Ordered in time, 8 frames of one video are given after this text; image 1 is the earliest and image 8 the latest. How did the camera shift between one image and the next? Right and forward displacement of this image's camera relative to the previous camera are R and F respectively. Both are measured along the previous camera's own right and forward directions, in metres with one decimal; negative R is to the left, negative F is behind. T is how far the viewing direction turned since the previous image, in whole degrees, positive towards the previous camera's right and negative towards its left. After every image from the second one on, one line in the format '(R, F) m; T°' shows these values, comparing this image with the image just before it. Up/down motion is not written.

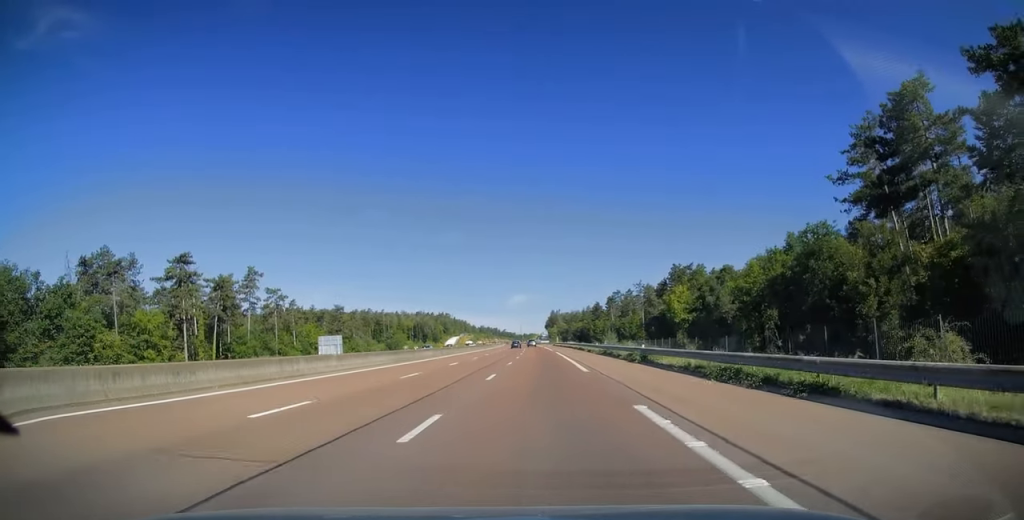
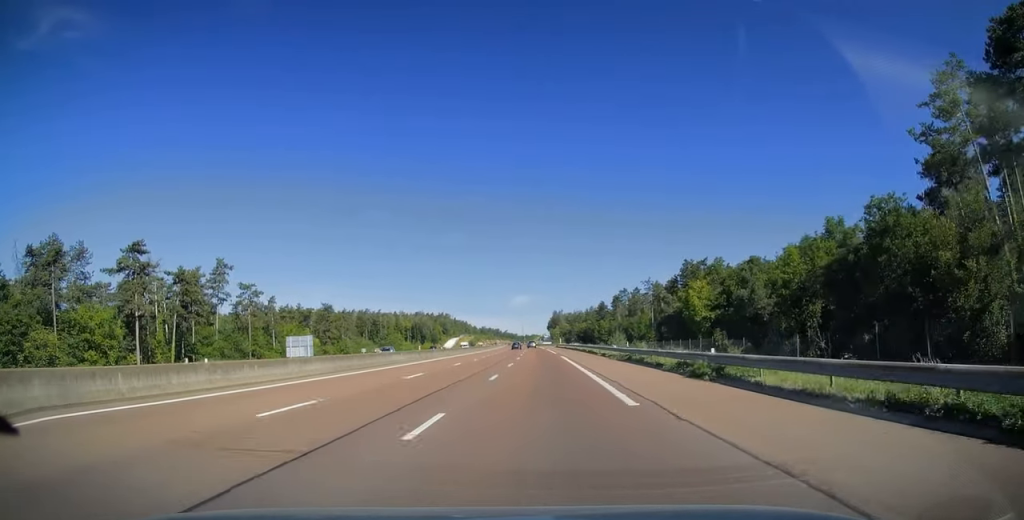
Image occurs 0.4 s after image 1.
(0.0, +12.7) m; 0°
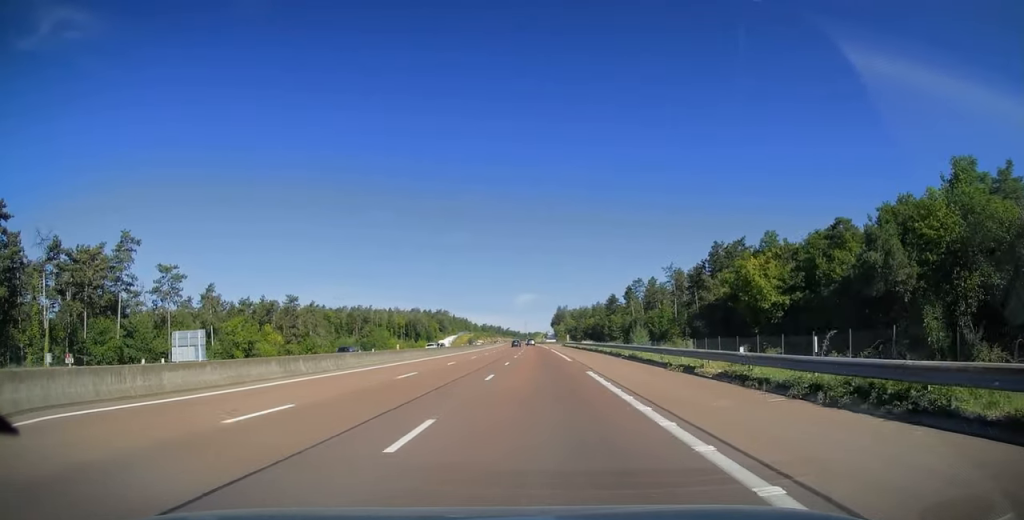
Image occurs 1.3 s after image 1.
(0.0, +27.4) m; 0°
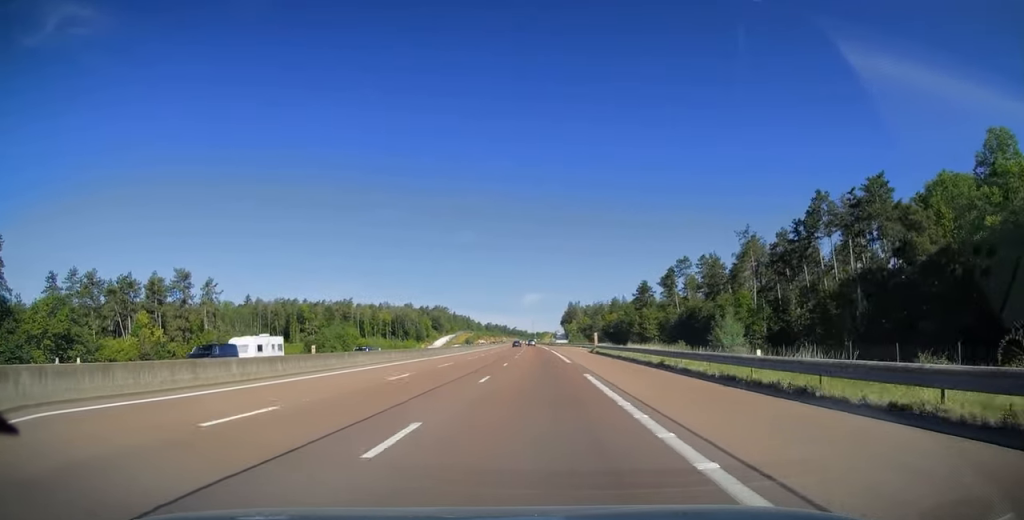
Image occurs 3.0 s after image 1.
(-0.7, +52.7) m; -1°
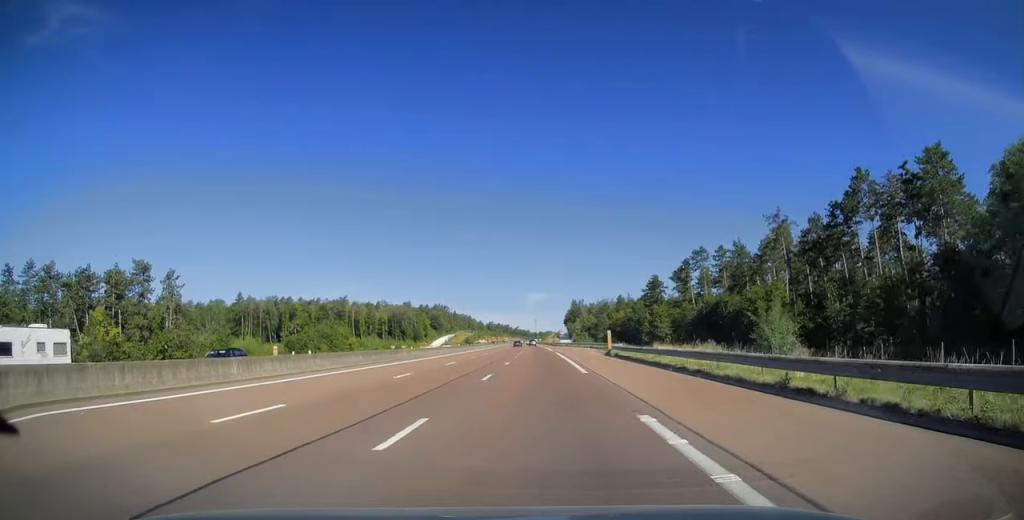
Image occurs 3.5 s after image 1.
(0.0, +12.7) m; 0°
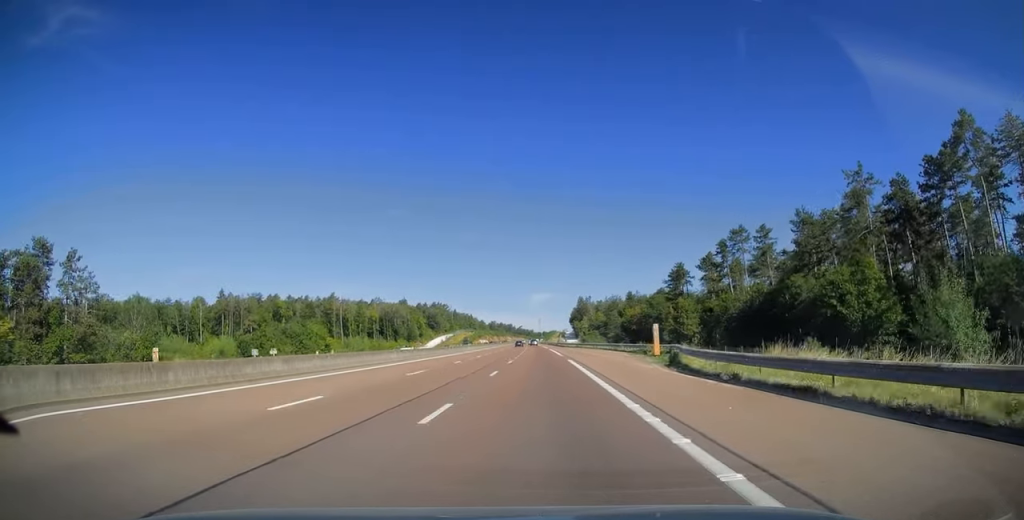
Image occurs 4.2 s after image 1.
(-0.1, +23.8) m; 0°
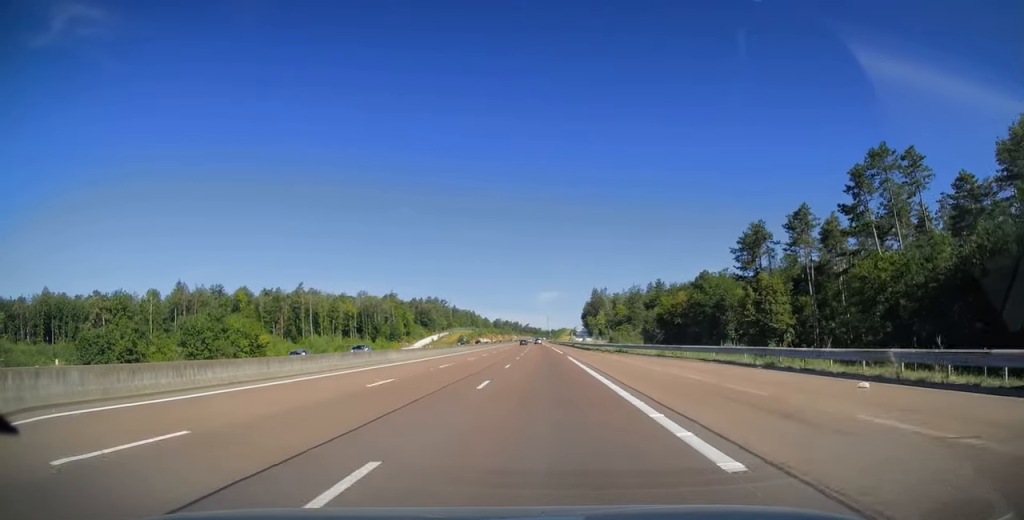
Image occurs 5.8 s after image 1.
(-0.1, +45.6) m; -1°
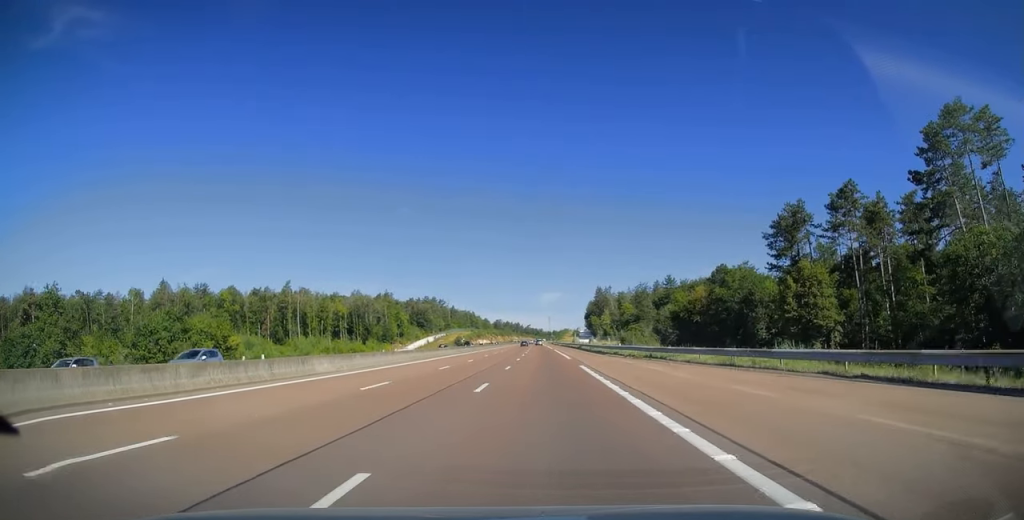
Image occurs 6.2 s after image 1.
(-0.2, +13.7) m; 0°
